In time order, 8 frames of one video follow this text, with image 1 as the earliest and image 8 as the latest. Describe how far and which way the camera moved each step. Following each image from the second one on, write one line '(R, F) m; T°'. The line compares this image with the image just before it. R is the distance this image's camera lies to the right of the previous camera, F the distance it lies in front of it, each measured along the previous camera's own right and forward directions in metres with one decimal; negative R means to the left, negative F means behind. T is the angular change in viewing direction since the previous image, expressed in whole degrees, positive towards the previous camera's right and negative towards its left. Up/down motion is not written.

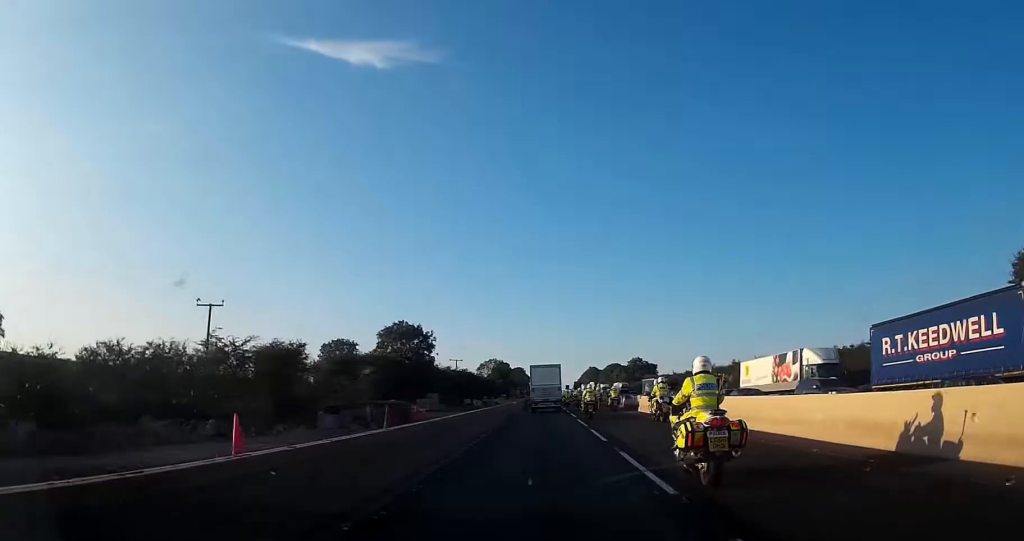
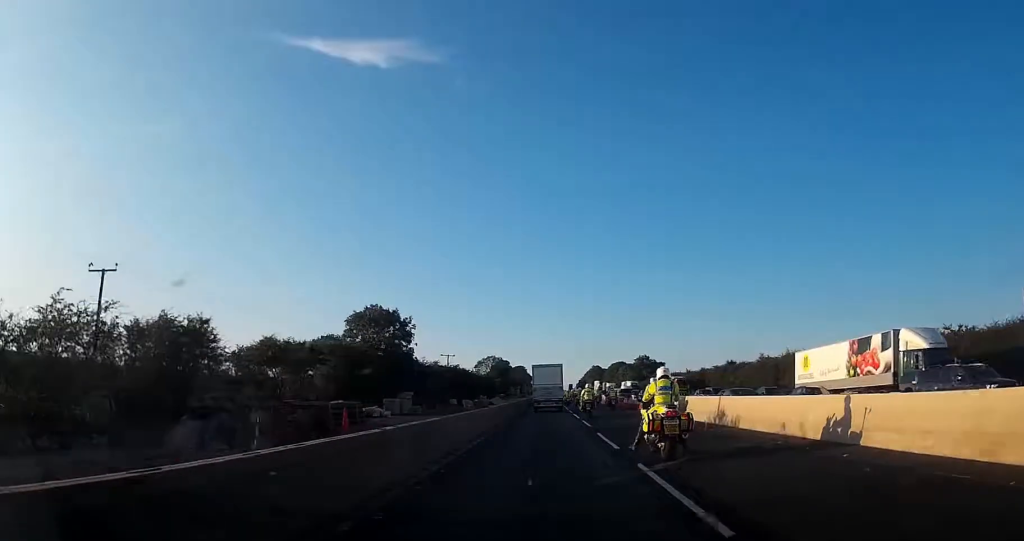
(-0.1, +11.7) m; 0°
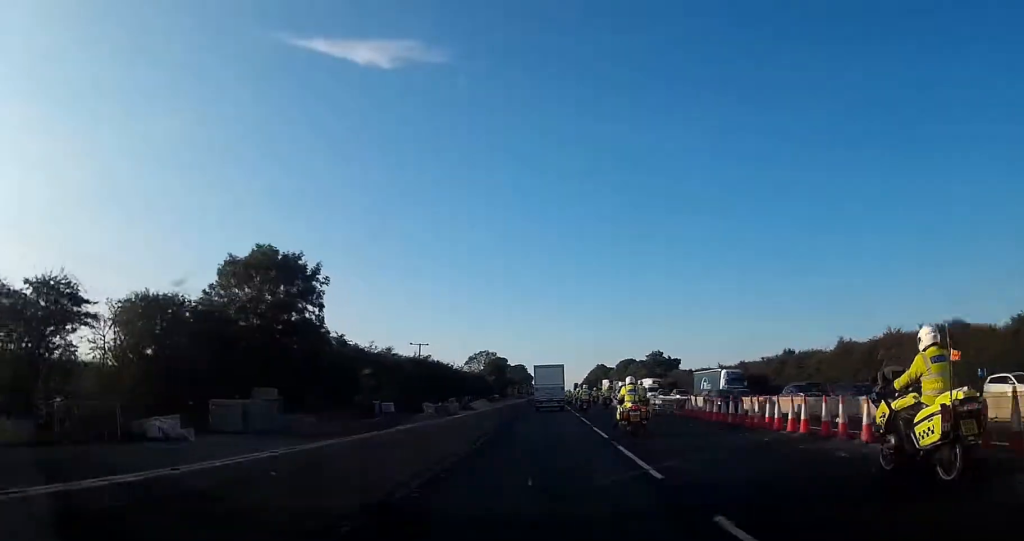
(0.0, +23.4) m; 0°
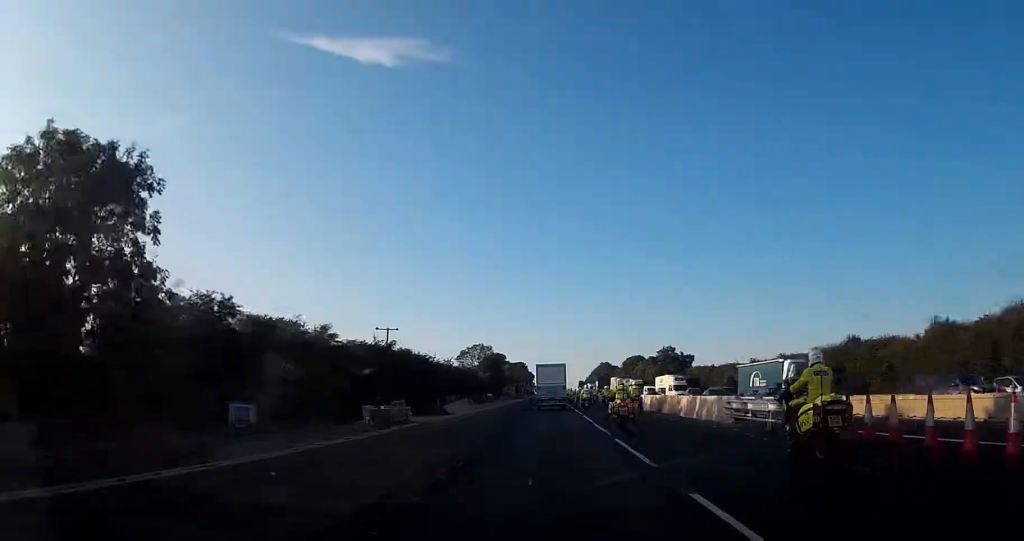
(0.0, +16.6) m; 0°
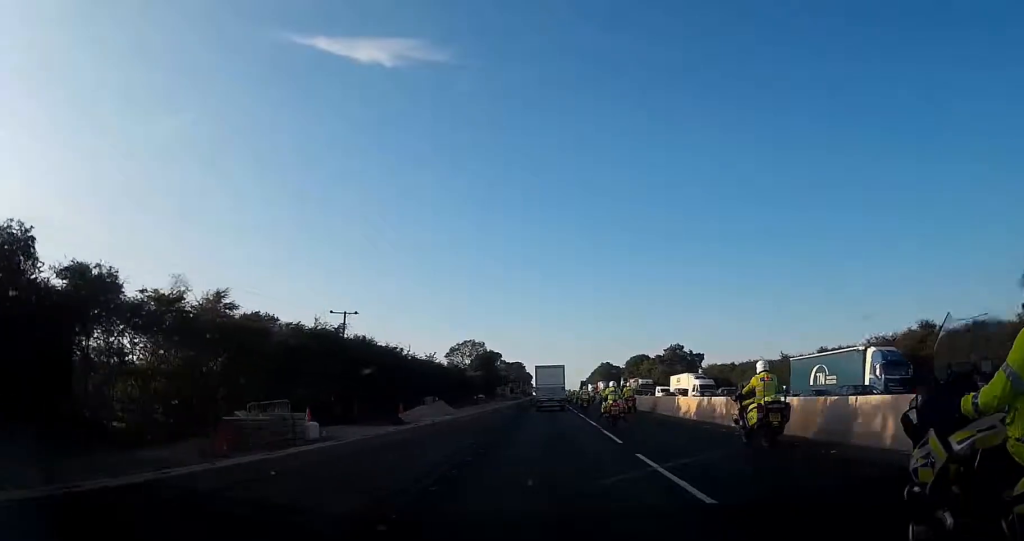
(+0.1, +13.0) m; 0°
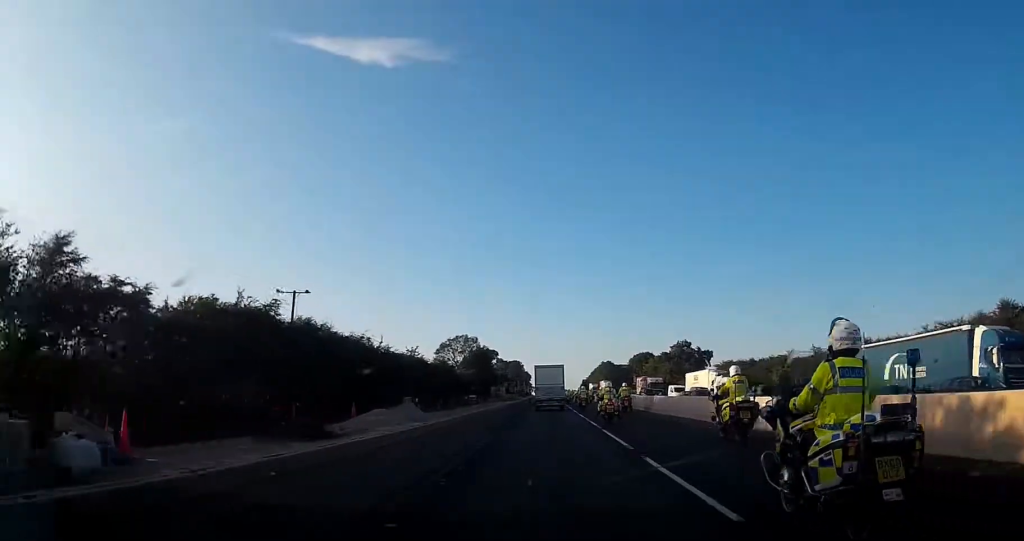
(0.0, +10.1) m; 0°
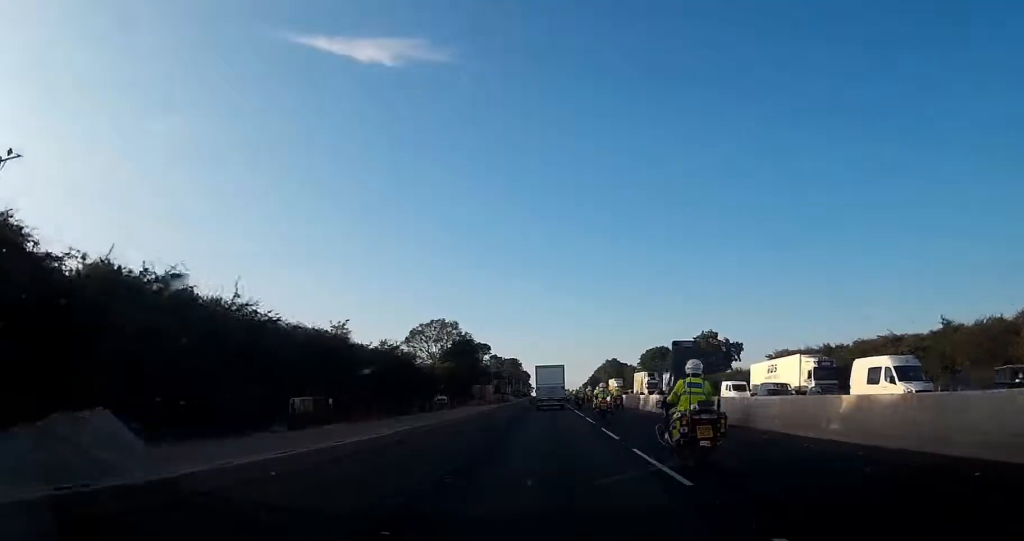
(0.0, +24.8) m; 0°
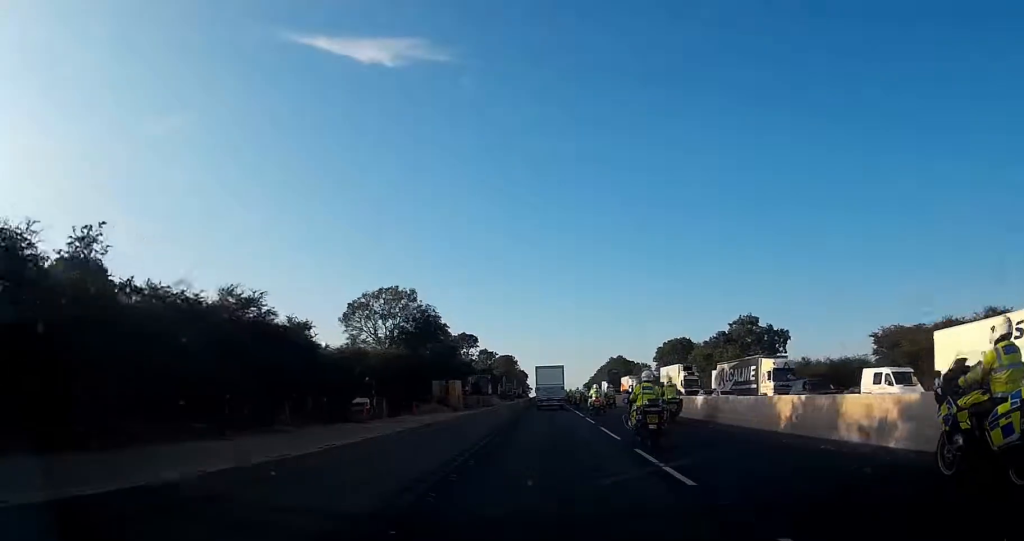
(0.0, +27.5) m; 0°
